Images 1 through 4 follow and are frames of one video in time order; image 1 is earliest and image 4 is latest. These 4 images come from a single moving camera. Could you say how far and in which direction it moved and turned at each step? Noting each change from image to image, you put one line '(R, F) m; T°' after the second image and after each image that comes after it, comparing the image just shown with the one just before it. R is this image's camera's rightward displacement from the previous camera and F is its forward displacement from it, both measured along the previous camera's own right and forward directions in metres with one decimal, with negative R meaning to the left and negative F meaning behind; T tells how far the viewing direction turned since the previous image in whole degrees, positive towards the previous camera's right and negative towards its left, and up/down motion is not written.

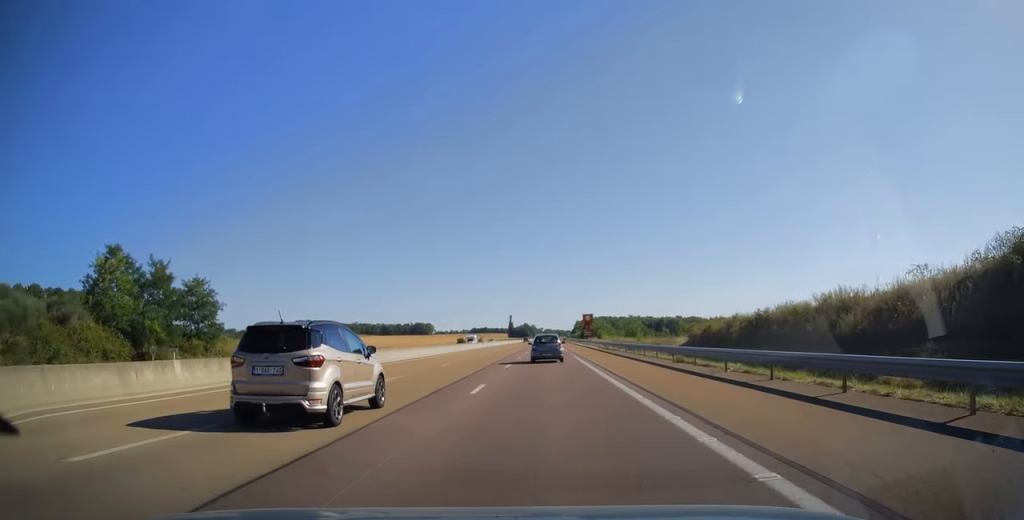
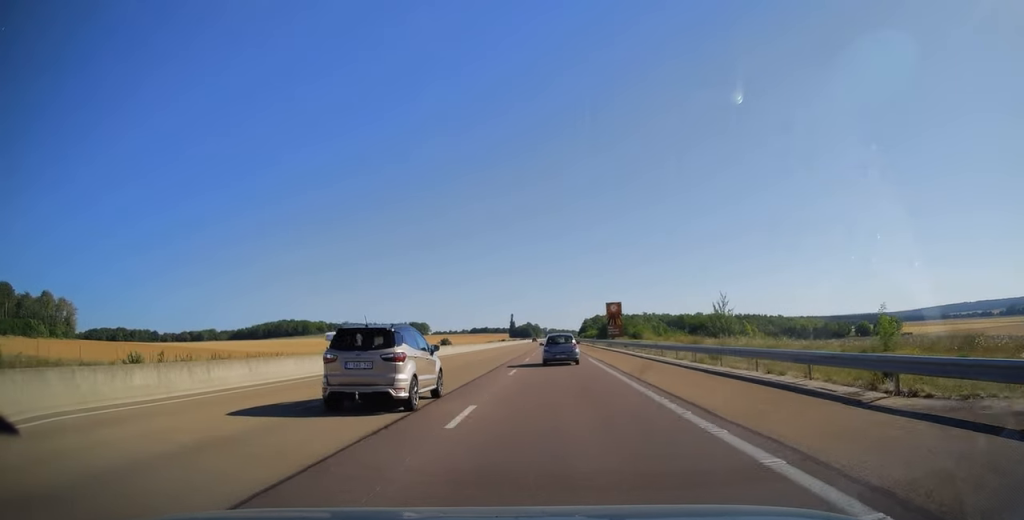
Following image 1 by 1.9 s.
(+0.3, +57.2) m; 0°
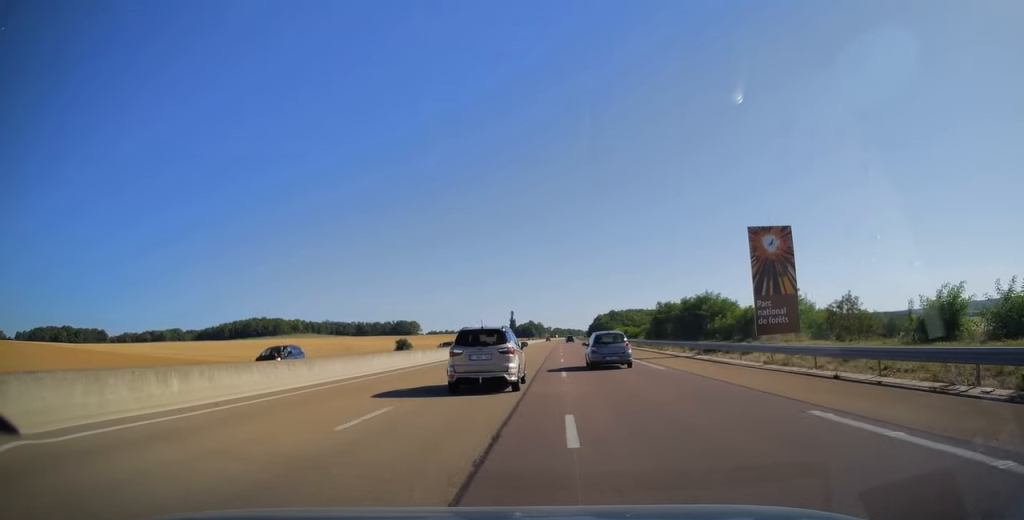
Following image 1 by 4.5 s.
(-0.8, +79.6) m; -1°
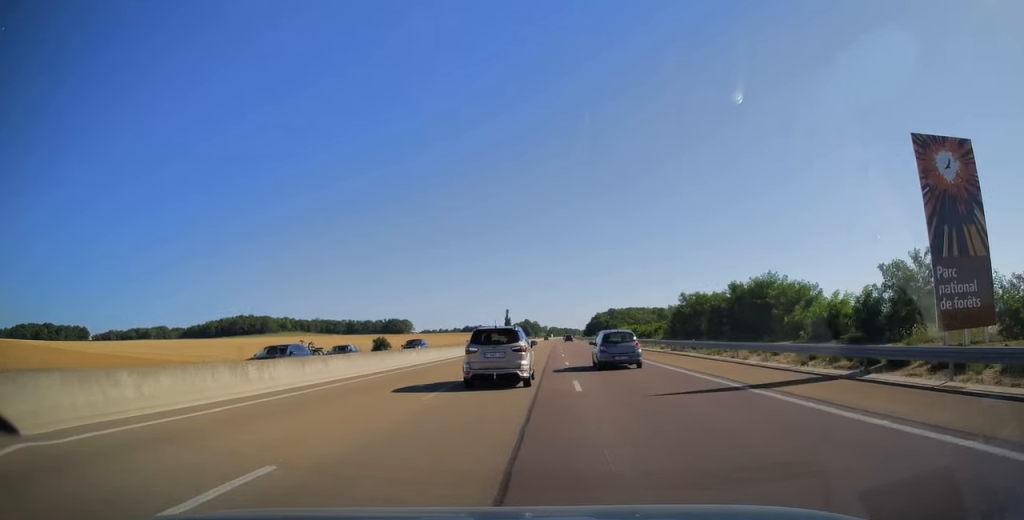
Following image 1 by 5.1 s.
(0.0, +18.8) m; +1°
